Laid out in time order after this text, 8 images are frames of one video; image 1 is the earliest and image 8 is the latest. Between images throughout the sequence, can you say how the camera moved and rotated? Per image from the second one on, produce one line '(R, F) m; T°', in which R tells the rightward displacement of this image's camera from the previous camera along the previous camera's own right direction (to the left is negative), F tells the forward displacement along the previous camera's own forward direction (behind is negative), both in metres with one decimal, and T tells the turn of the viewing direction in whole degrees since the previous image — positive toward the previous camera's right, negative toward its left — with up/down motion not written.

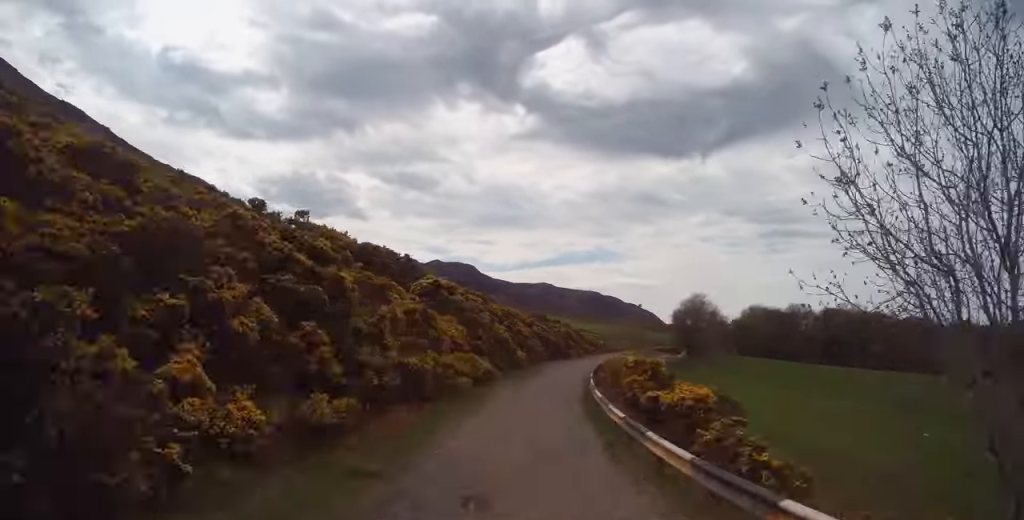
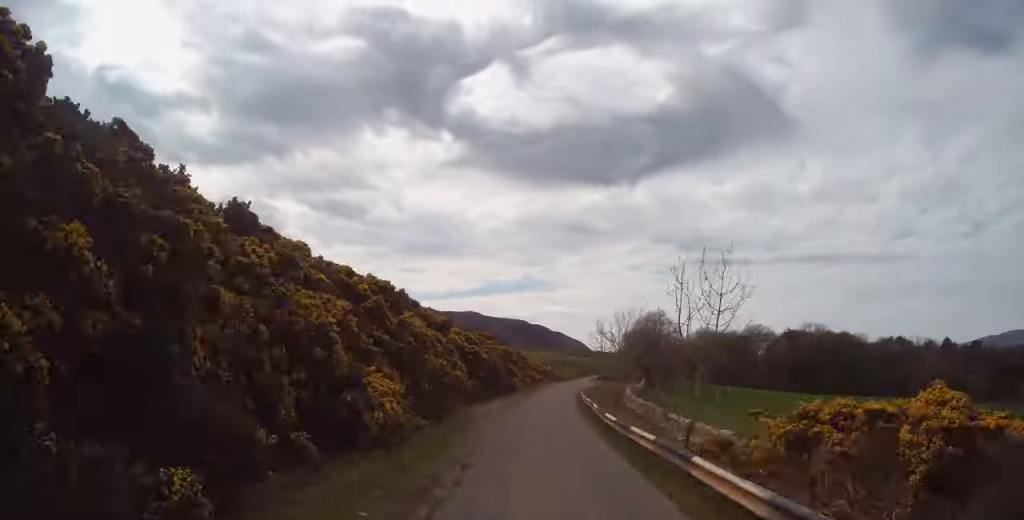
(+0.9, +33.2) m; +3°
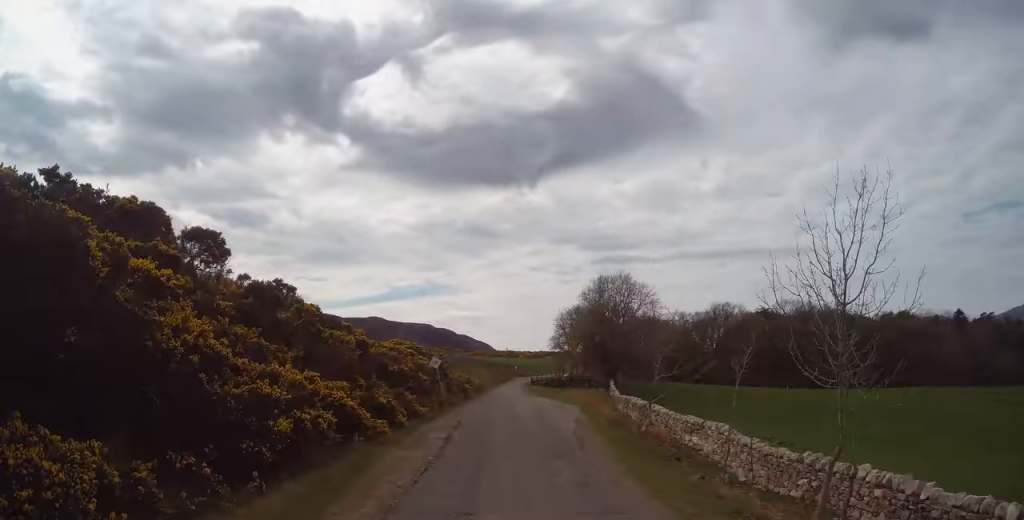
(+3.3, +59.5) m; +5°
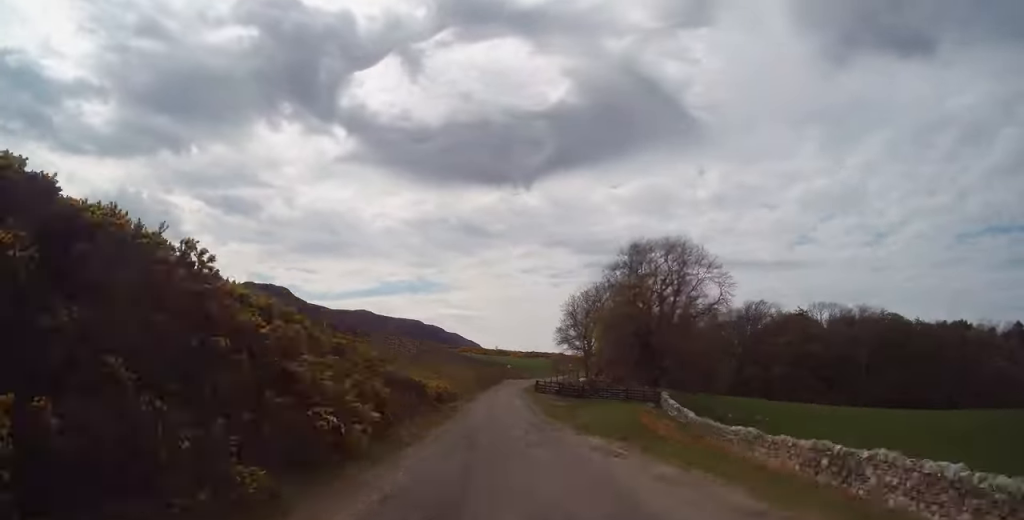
(-0.1, +31.6) m; +2°
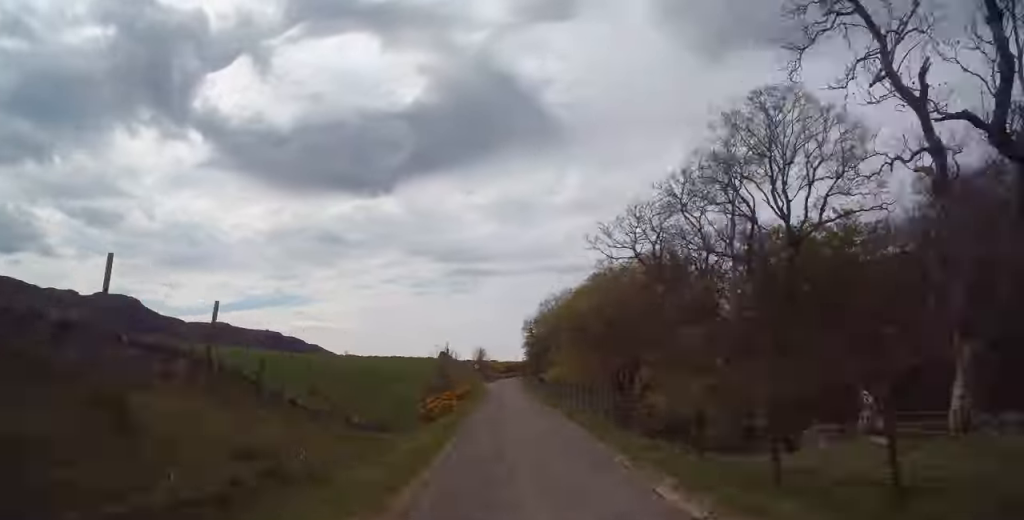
(+12.2, +116.5) m; +15°
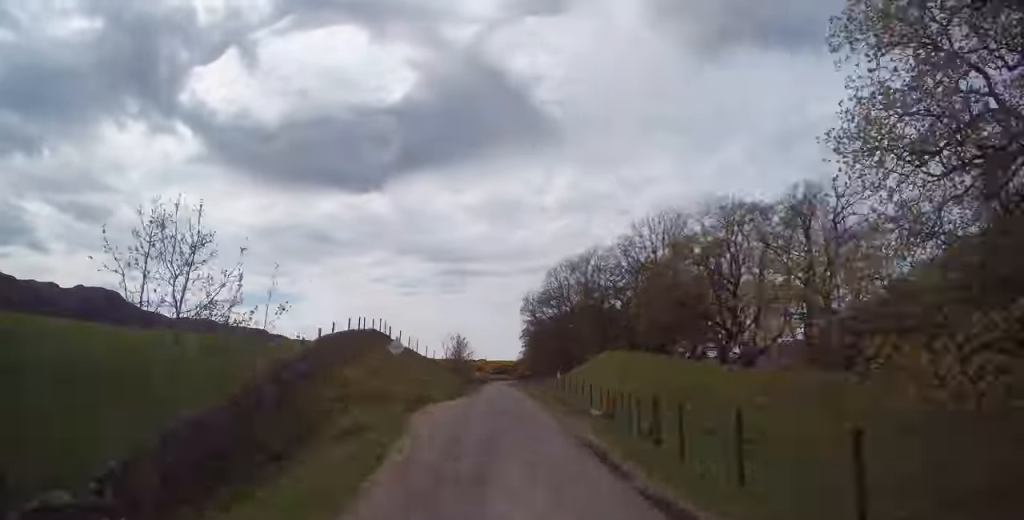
(+5.0, +53.9) m; -2°
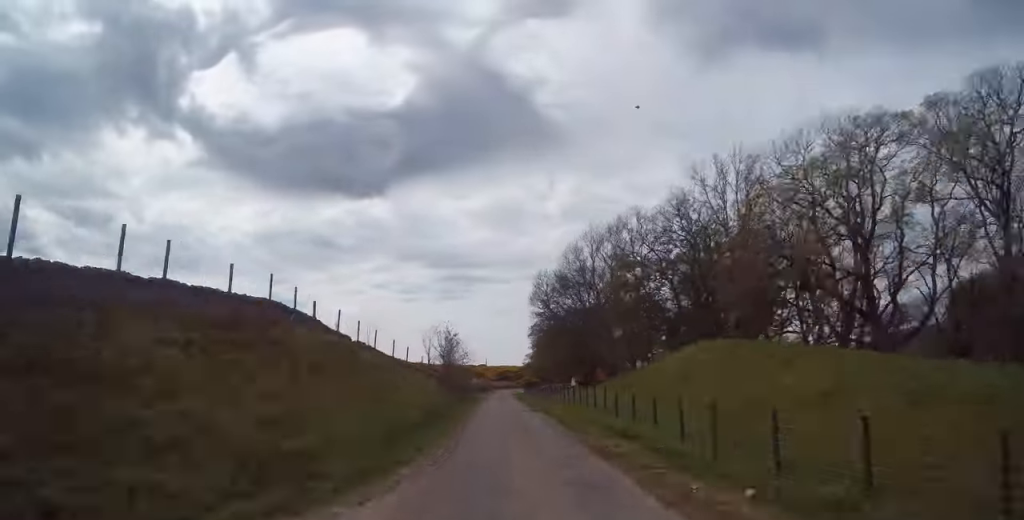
(+2.9, +25.8) m; -3°
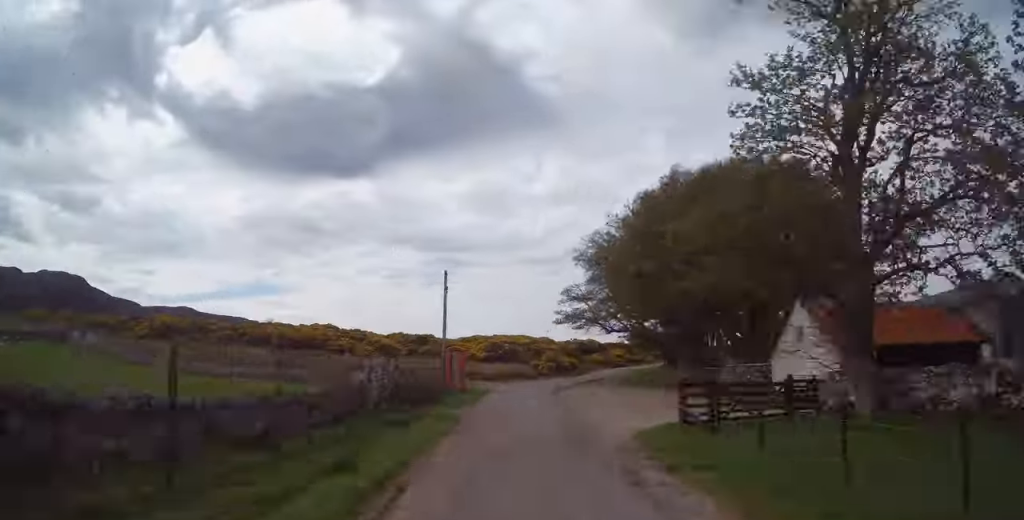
(-8.9, +93.3) m; +9°
